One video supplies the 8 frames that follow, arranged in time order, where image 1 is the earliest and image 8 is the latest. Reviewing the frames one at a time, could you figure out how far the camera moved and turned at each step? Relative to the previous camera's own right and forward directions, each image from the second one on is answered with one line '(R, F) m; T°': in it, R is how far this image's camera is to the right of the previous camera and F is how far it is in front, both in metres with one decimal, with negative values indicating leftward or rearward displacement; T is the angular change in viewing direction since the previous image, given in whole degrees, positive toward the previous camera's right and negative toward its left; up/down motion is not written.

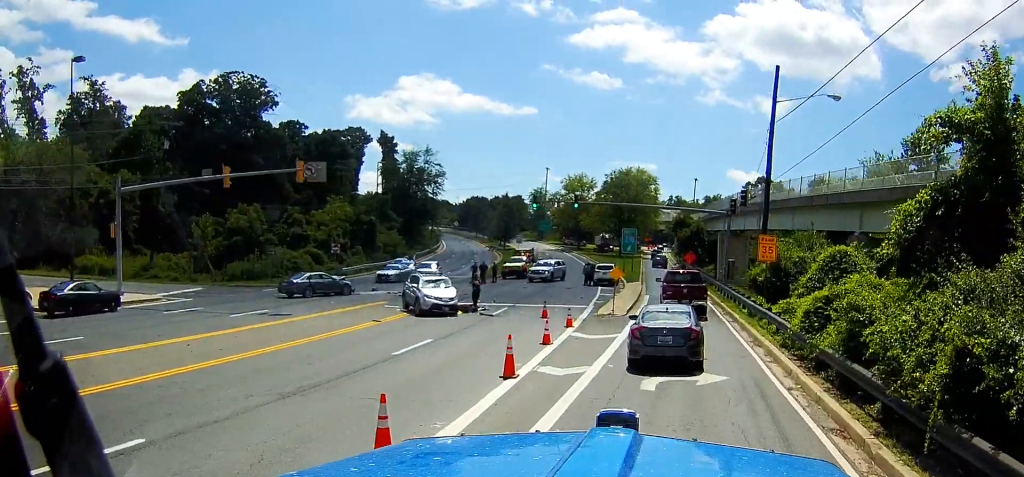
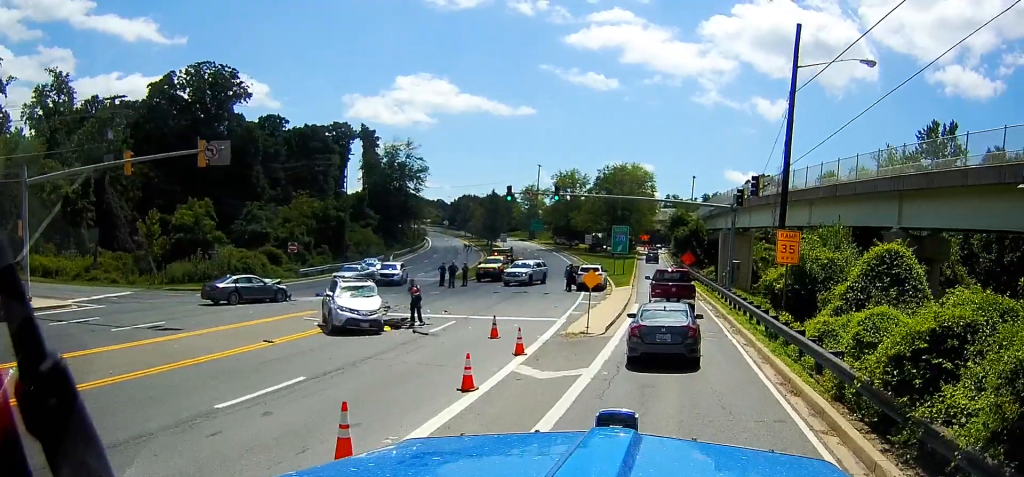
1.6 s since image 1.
(+0.1, +7.0) m; +3°
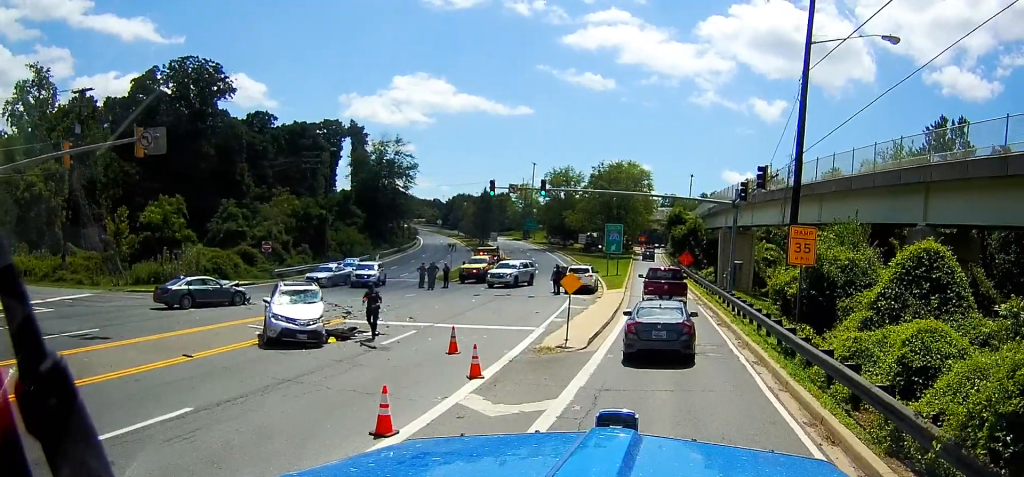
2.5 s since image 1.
(+0.1, +3.7) m; +1°
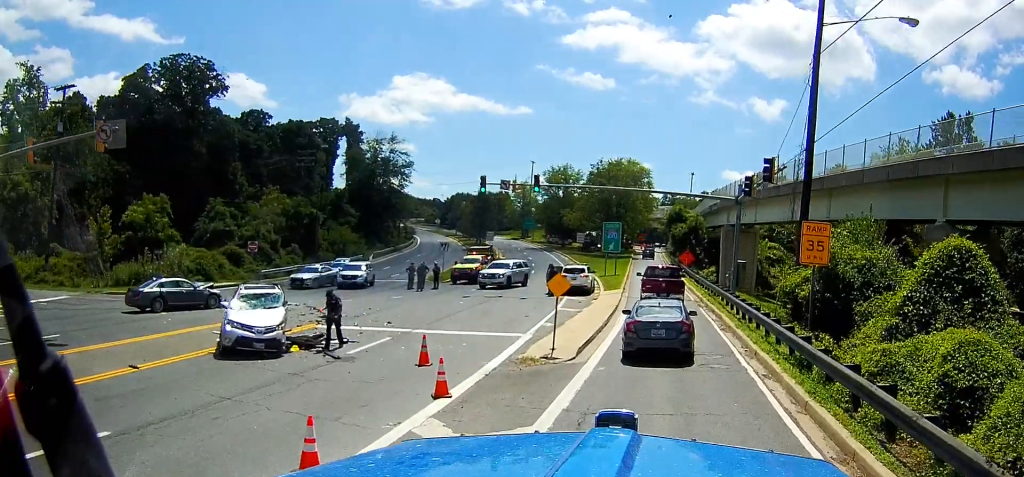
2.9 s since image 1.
(0.0, +2.1) m; 0°
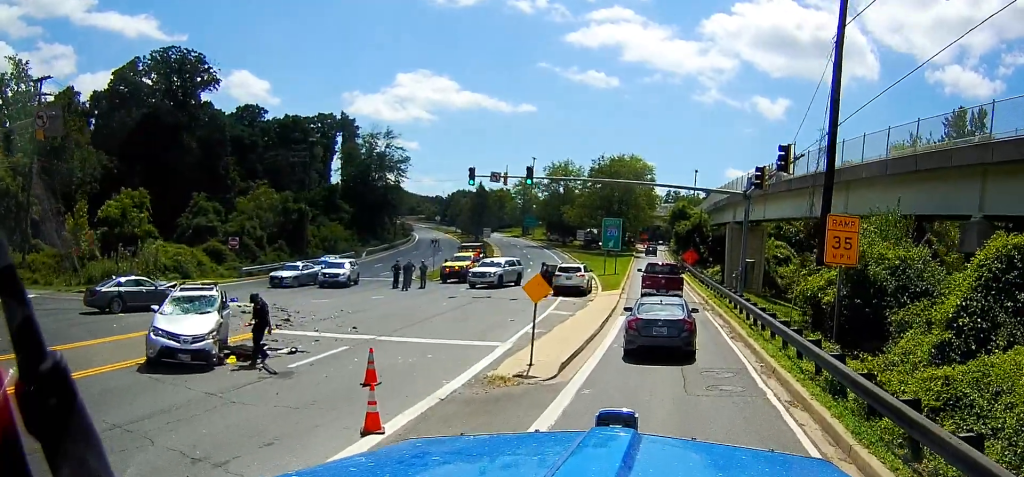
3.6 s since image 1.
(-0.1, +2.9) m; -1°
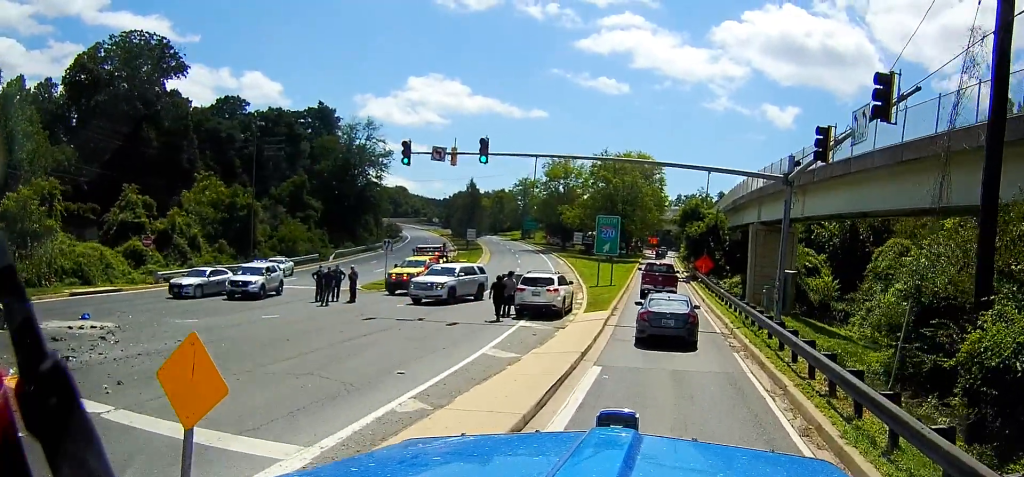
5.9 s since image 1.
(-0.1, +11.0) m; -1°
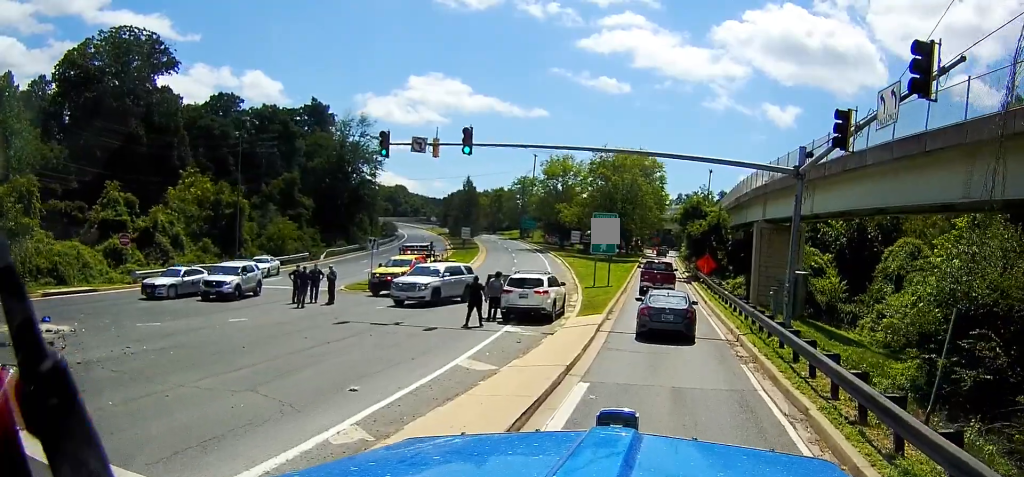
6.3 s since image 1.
(0.0, +2.2) m; 0°
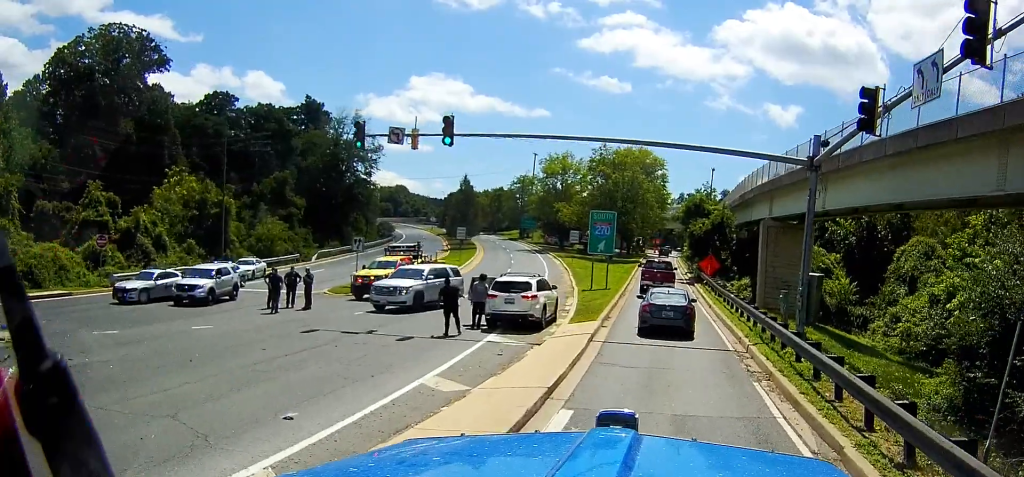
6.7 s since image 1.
(0.0, +2.2) m; 0°
